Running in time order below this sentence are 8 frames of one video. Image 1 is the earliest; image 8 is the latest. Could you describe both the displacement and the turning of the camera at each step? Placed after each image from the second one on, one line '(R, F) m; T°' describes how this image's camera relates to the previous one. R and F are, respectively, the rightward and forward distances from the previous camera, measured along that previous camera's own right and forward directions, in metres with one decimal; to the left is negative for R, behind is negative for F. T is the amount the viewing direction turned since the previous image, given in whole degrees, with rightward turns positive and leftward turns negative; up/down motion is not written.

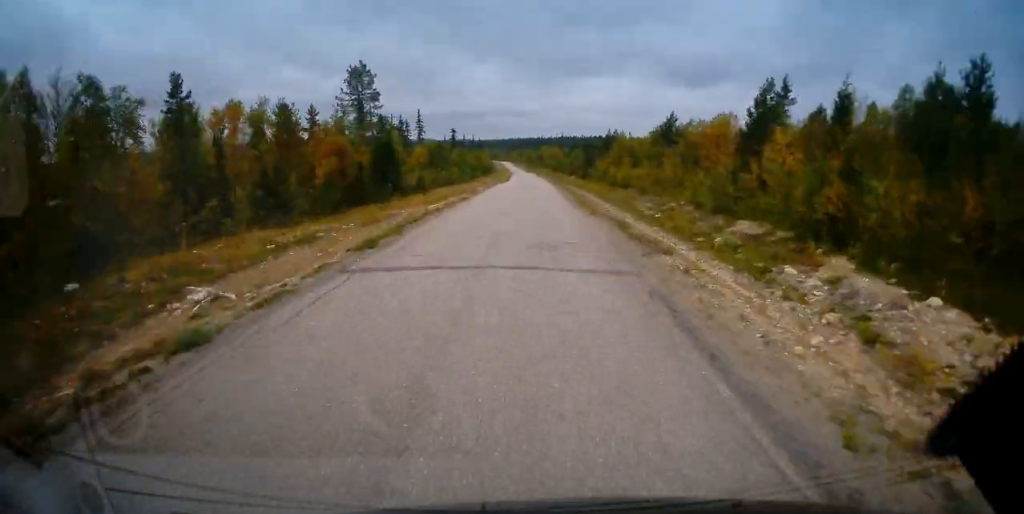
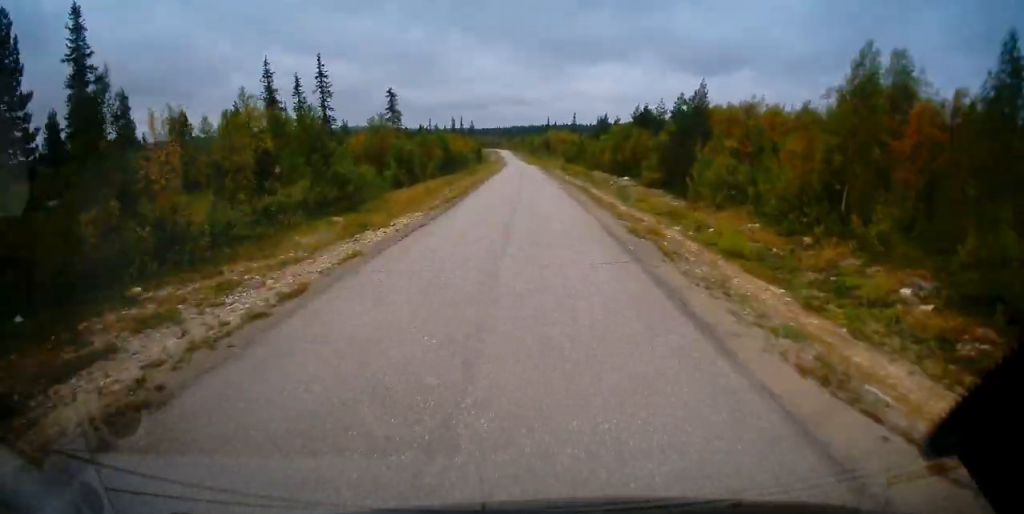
(-0.1, +64.9) m; 0°
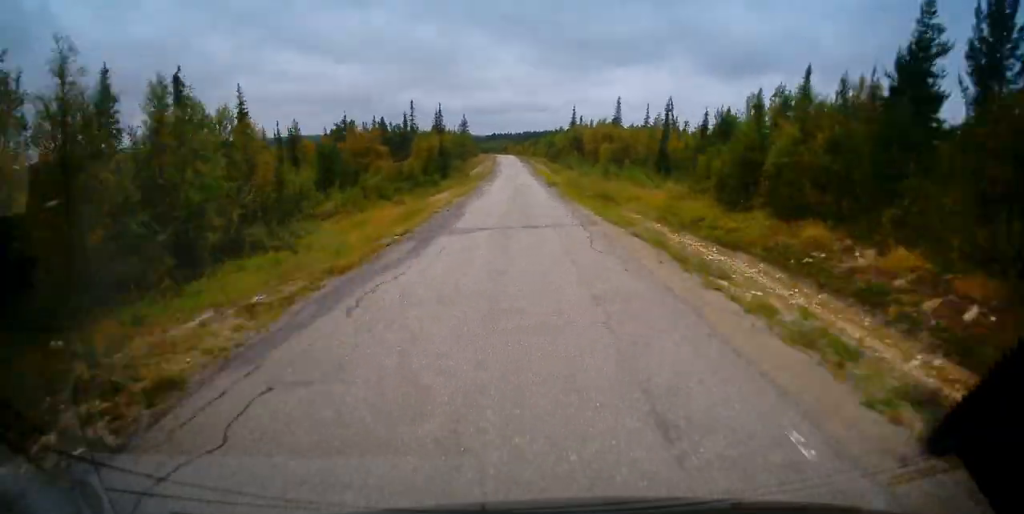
(-1.5, +96.4) m; -2°
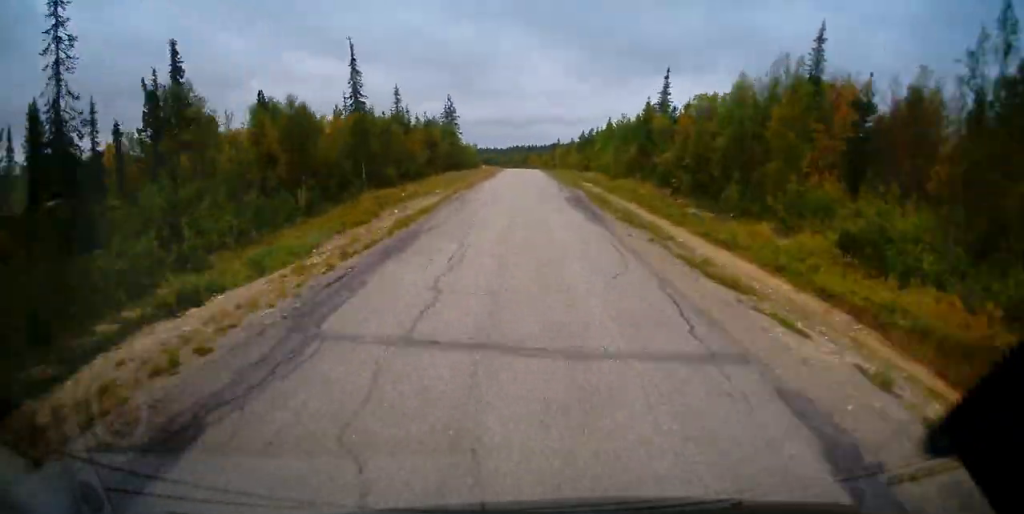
(-2.3, +102.8) m; -2°
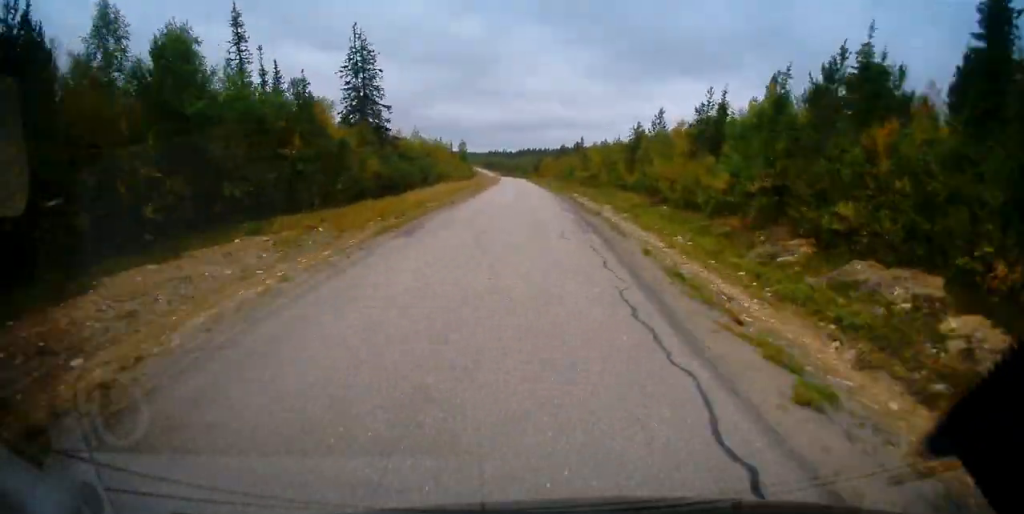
(-0.6, +75.5) m; -1°
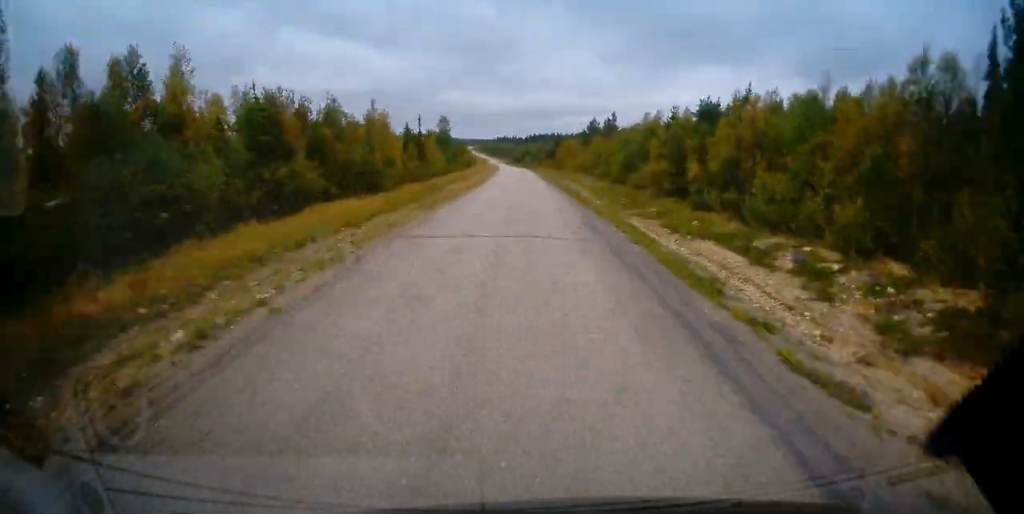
(-0.6, +52.0) m; -1°
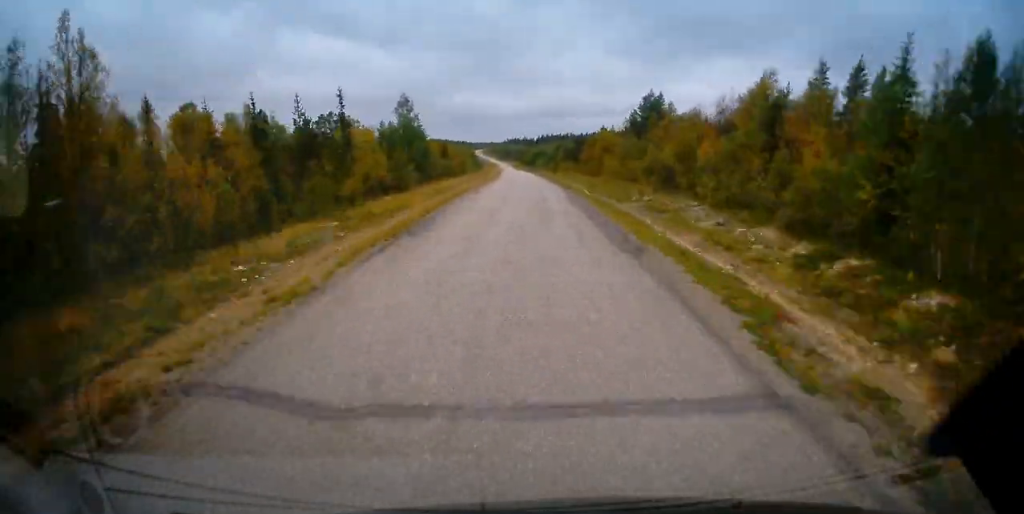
(-0.3, +42.5) m; -1°
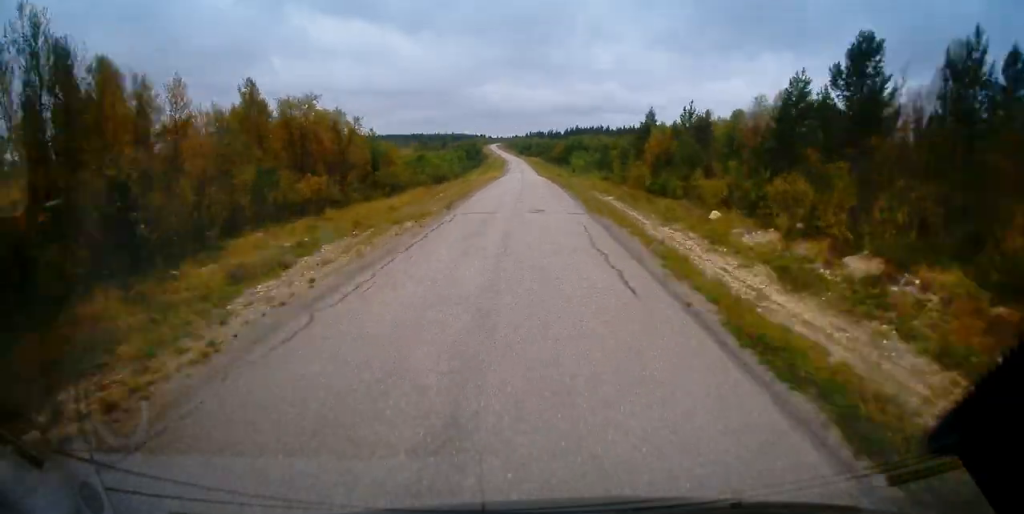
(-1.7, +96.6) m; -2°
